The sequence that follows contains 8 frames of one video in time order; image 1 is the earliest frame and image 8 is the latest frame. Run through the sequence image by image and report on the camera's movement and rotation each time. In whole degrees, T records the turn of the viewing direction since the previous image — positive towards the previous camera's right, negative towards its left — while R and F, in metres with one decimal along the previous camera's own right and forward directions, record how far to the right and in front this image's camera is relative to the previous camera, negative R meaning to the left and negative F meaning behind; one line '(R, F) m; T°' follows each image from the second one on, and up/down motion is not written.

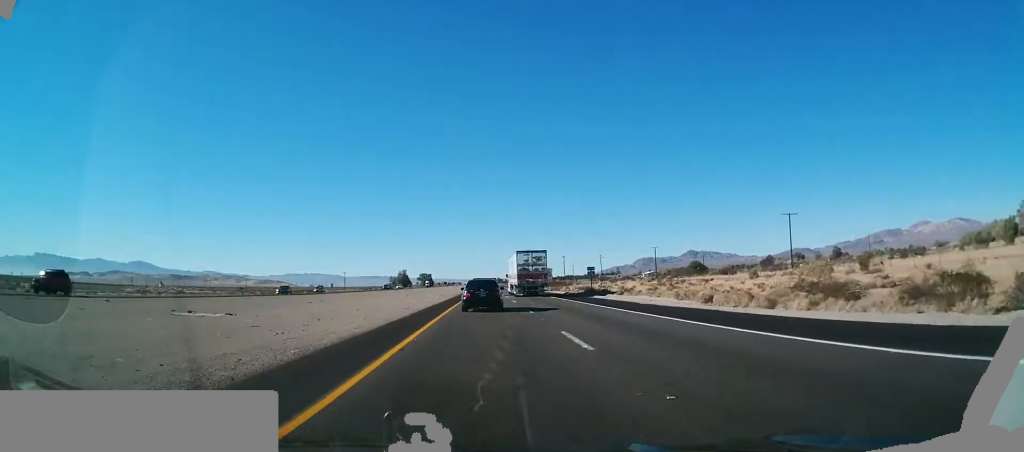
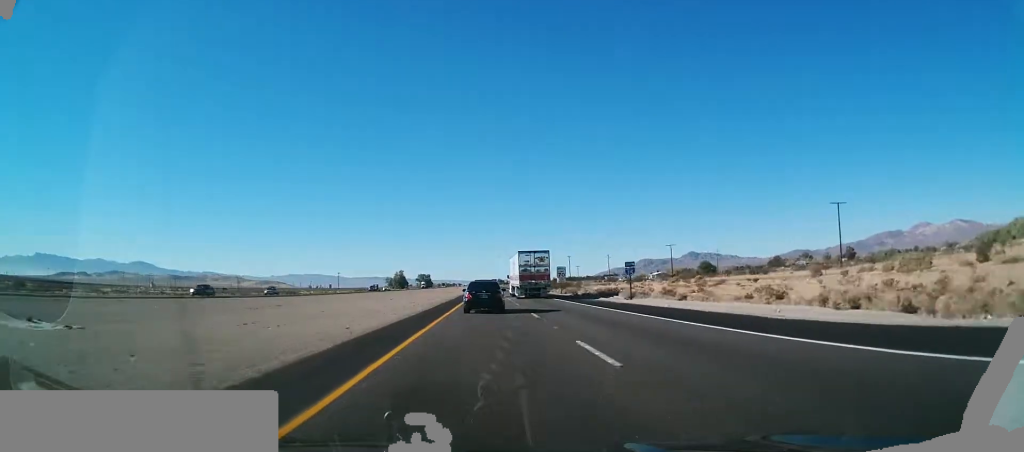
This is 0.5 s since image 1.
(0.0, +16.8) m; 0°
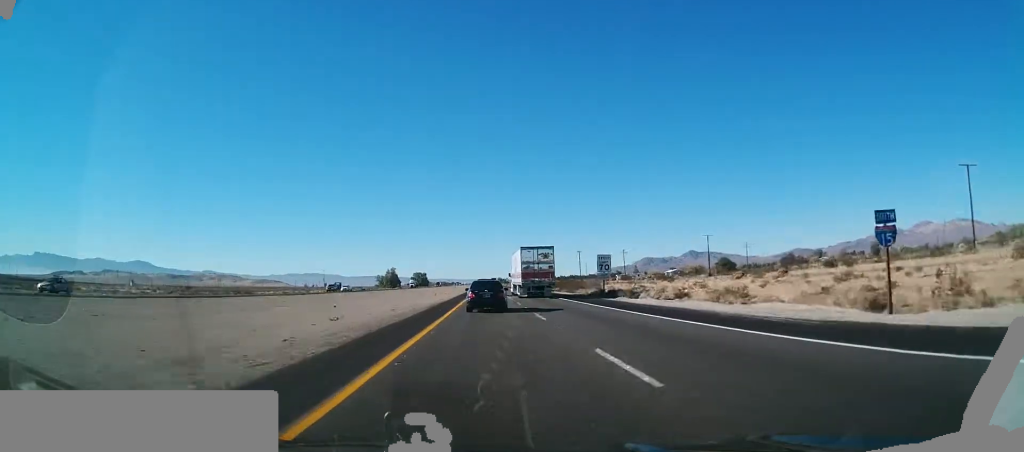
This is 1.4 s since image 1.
(+0.2, +31.3) m; 0°
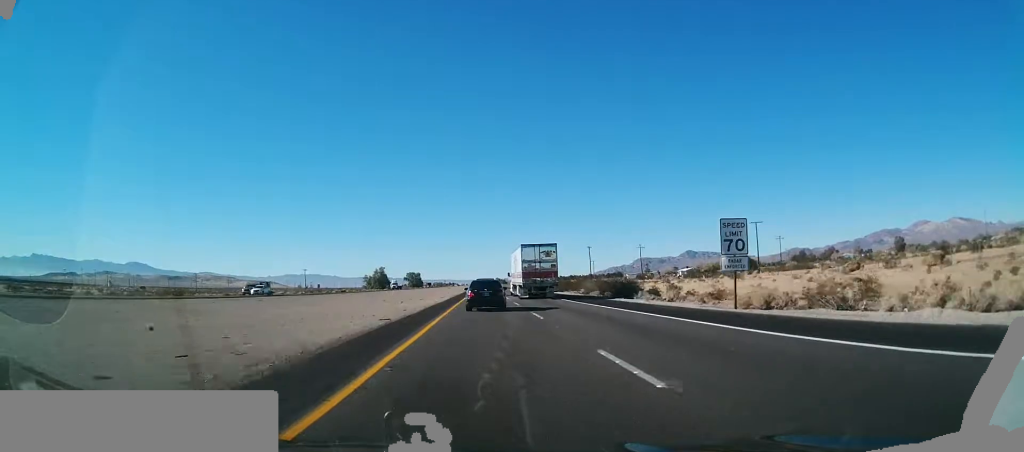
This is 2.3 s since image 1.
(0.0, +30.1) m; 0°
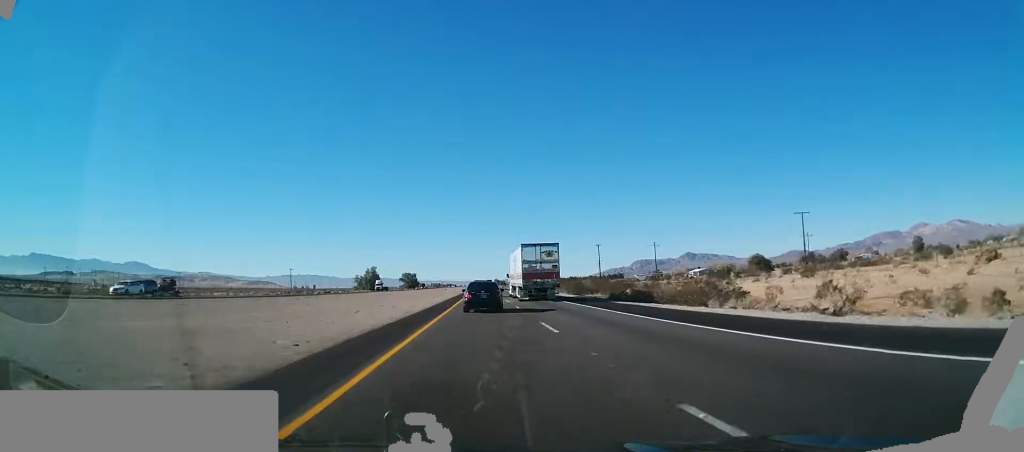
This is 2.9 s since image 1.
(0.0, +19.9) m; 0°
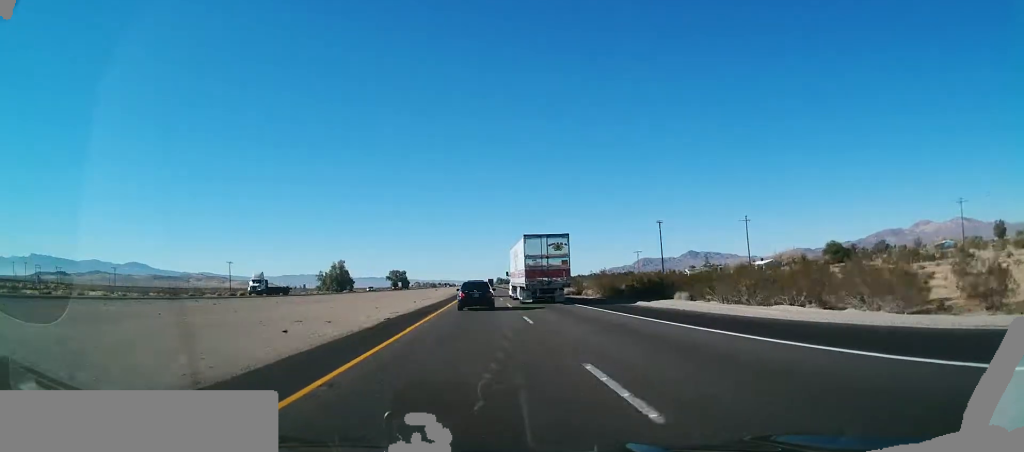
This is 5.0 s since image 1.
(0.0, +69.4) m; 0°
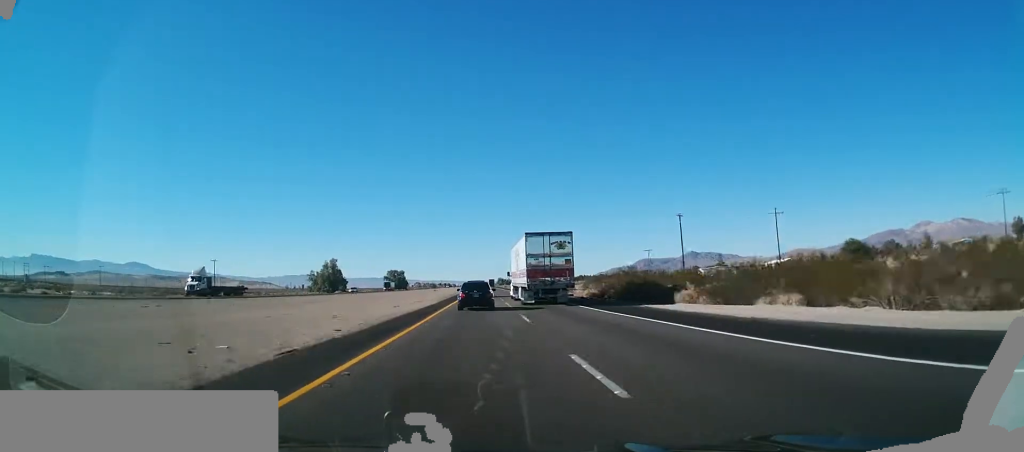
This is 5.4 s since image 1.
(0.0, +13.3) m; 0°
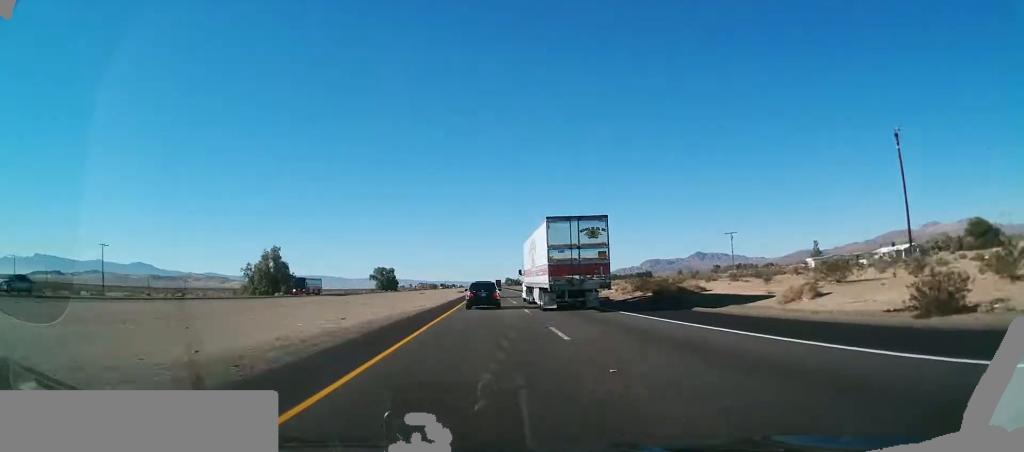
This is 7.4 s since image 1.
(0.0, +65.6) m; 0°
